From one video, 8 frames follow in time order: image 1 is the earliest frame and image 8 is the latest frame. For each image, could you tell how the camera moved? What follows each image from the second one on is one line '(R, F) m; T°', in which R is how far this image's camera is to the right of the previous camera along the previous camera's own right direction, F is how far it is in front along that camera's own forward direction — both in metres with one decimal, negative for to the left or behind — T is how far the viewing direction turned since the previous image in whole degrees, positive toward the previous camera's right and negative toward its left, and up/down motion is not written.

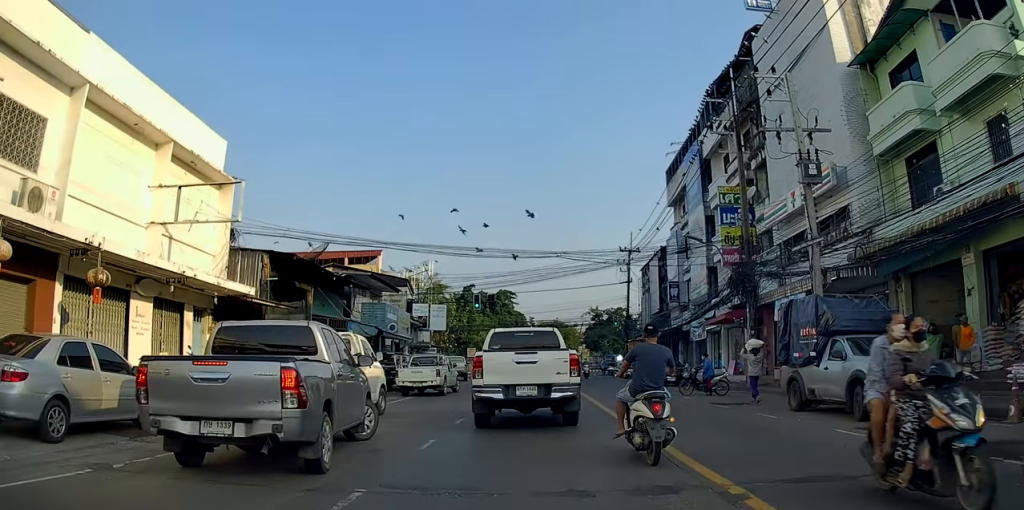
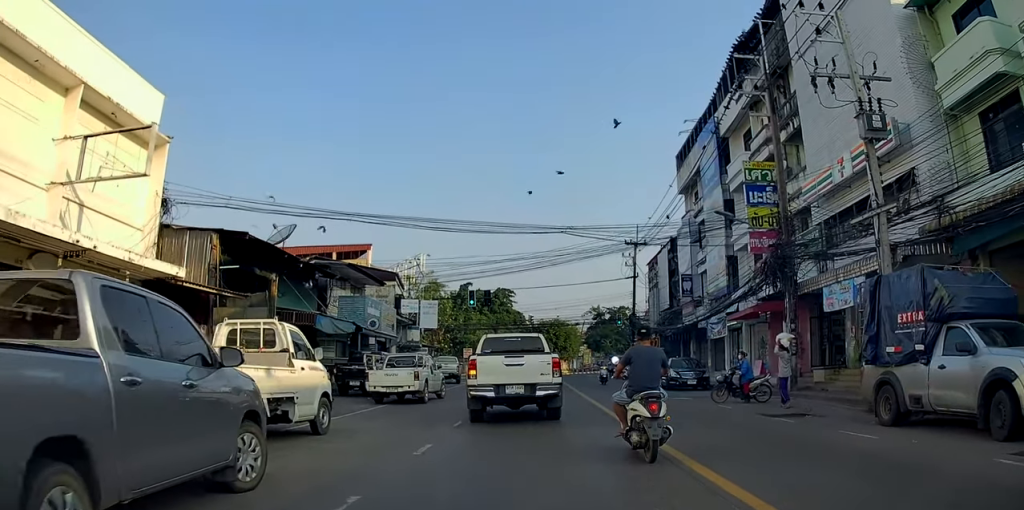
(0.0, +4.2) m; +3°
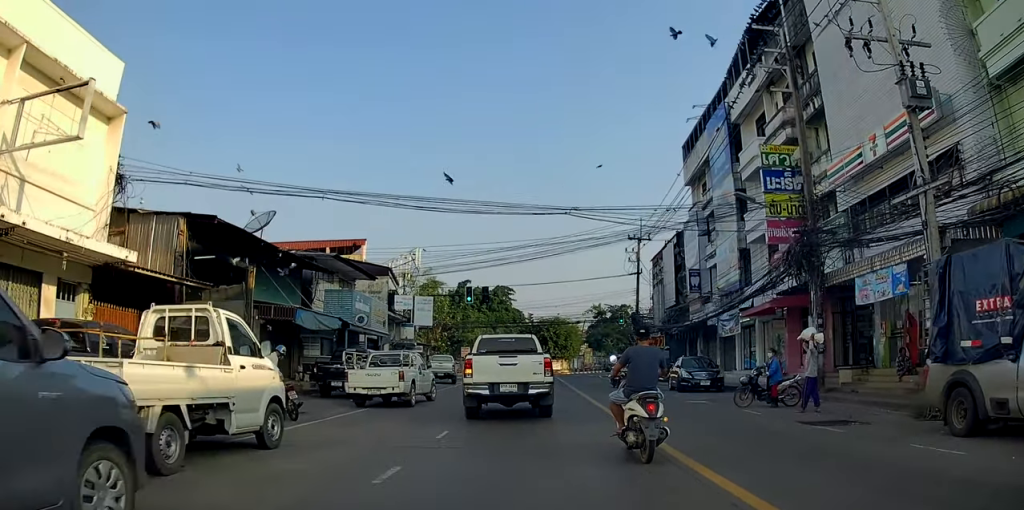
(+0.1, +2.2) m; +2°
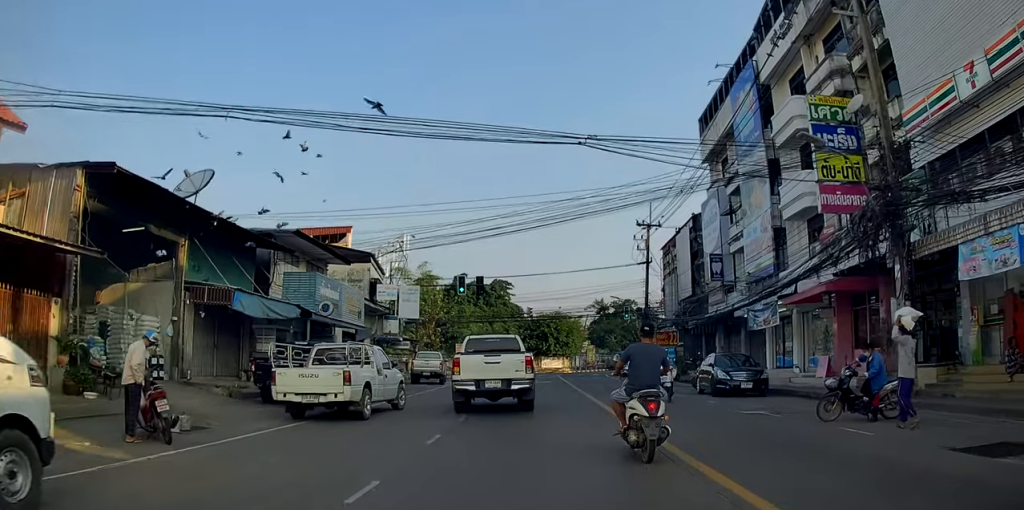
(+0.2, +4.8) m; +3°
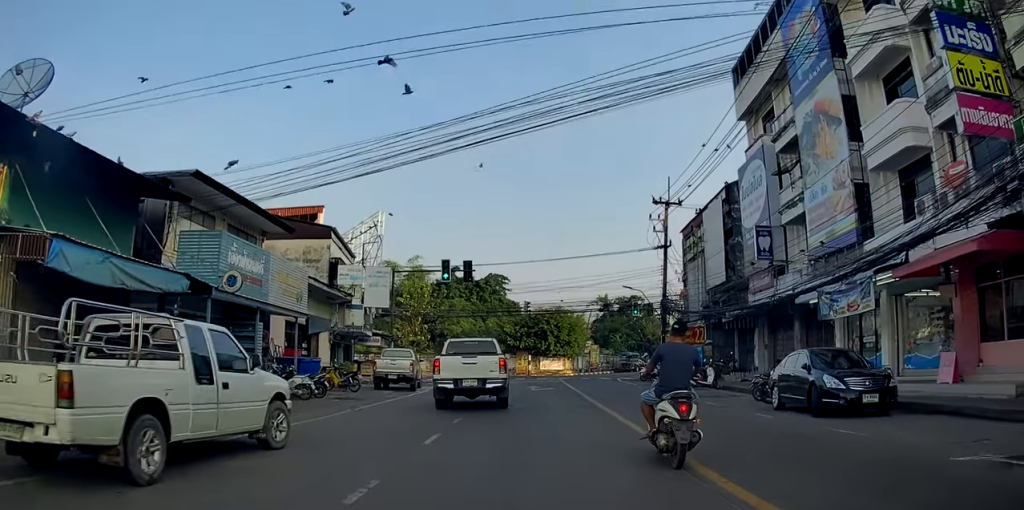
(+0.2, +7.7) m; +4°
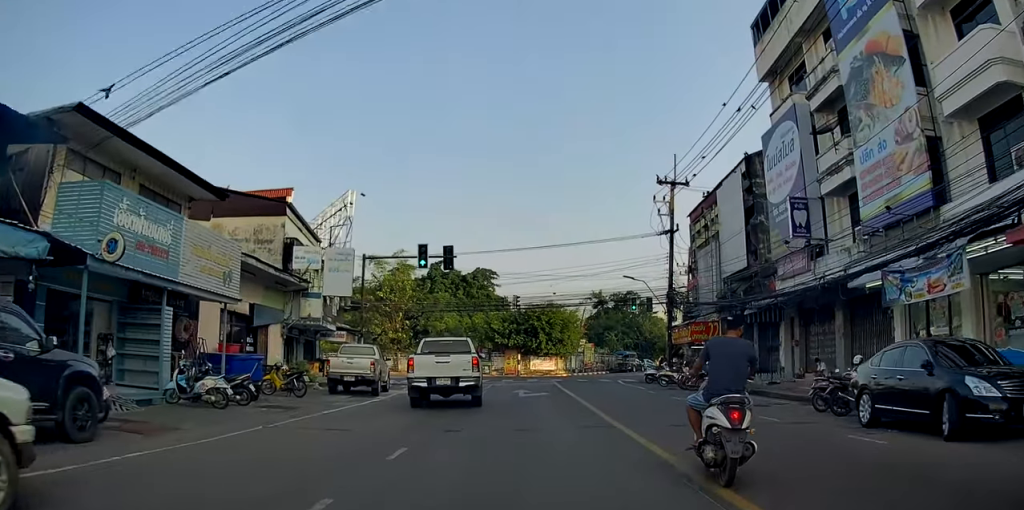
(+0.1, +5.2) m; +6°
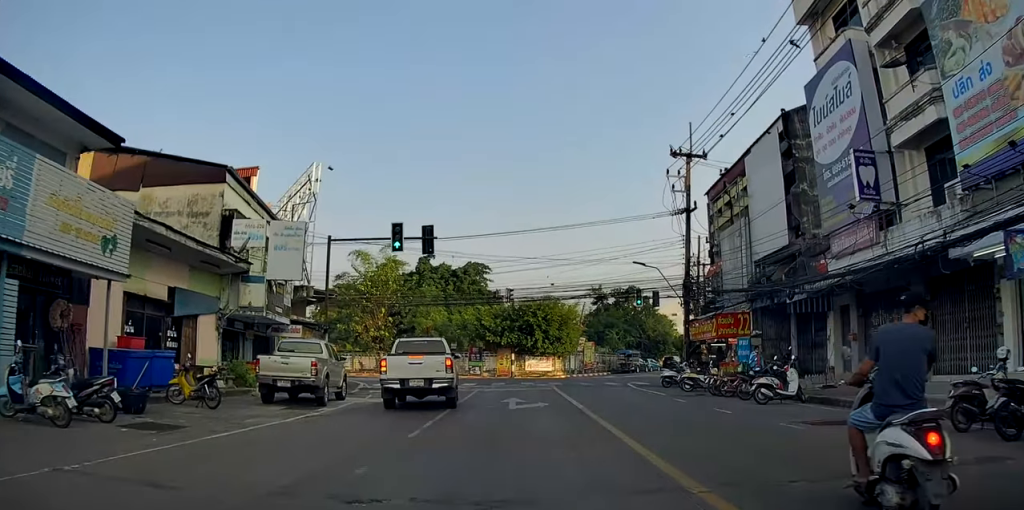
(+0.4, +5.4) m; +5°
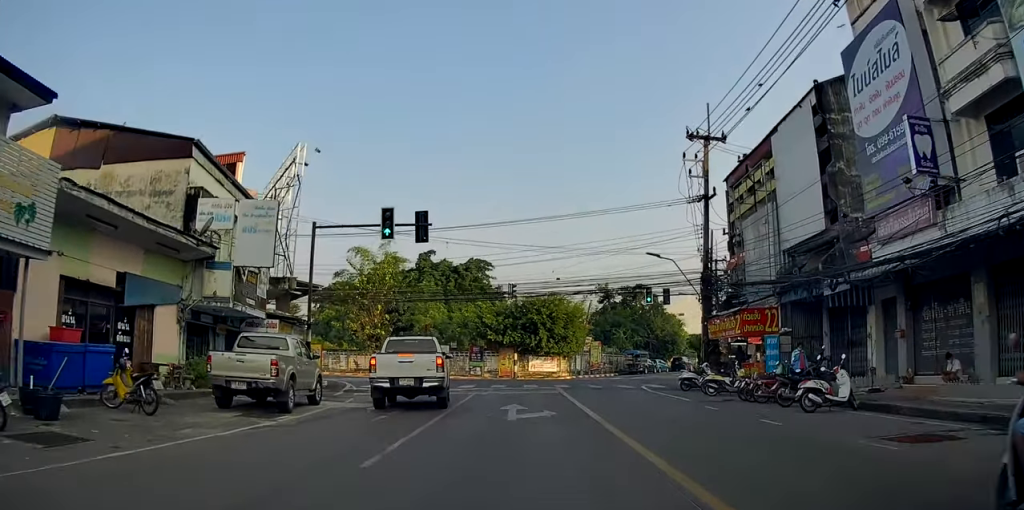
(+0.1, +3.0) m; +1°
